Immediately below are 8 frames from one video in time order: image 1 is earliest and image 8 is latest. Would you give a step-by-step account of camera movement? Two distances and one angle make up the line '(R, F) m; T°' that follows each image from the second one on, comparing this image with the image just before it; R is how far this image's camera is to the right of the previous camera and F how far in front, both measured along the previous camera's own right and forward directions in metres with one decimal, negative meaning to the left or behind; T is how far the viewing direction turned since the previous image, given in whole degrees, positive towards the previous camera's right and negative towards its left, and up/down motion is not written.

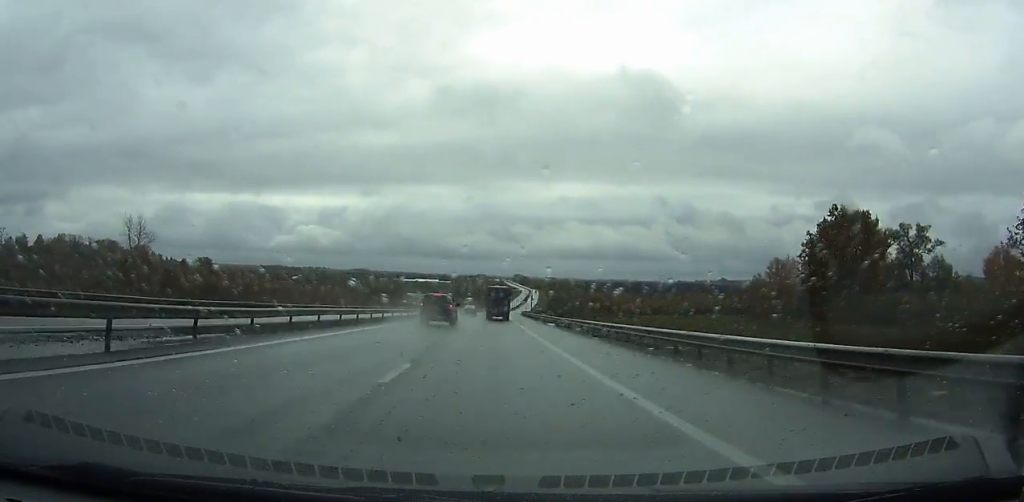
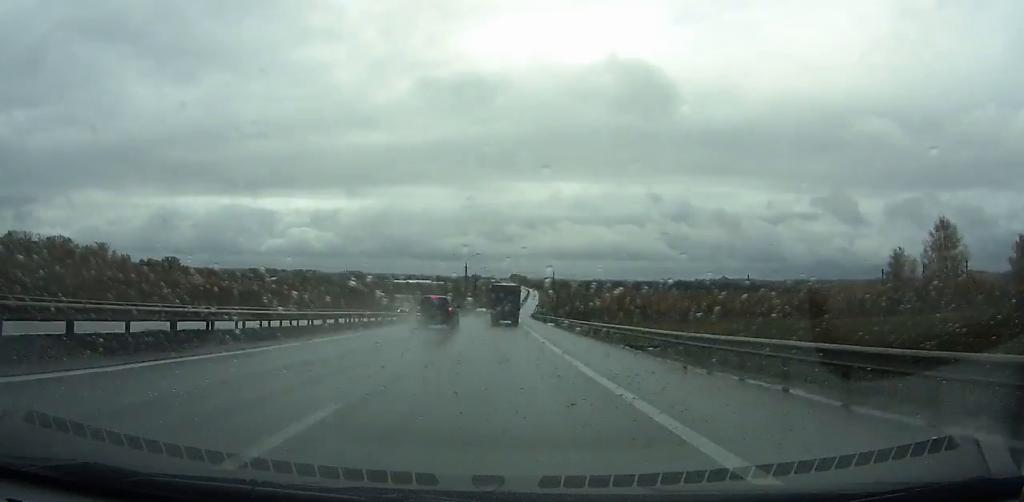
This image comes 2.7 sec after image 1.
(+1.7, +75.9) m; +2°
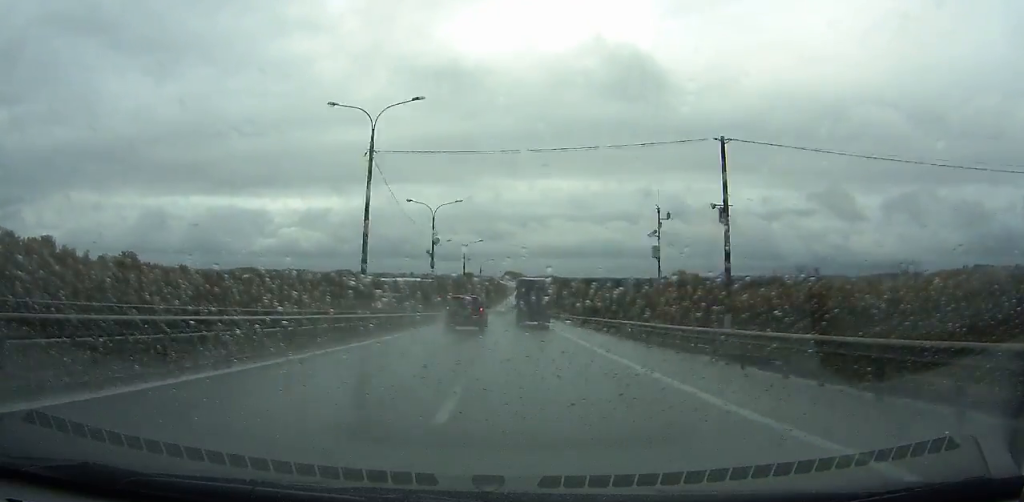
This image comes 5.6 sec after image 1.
(+1.1, +81.0) m; +1°
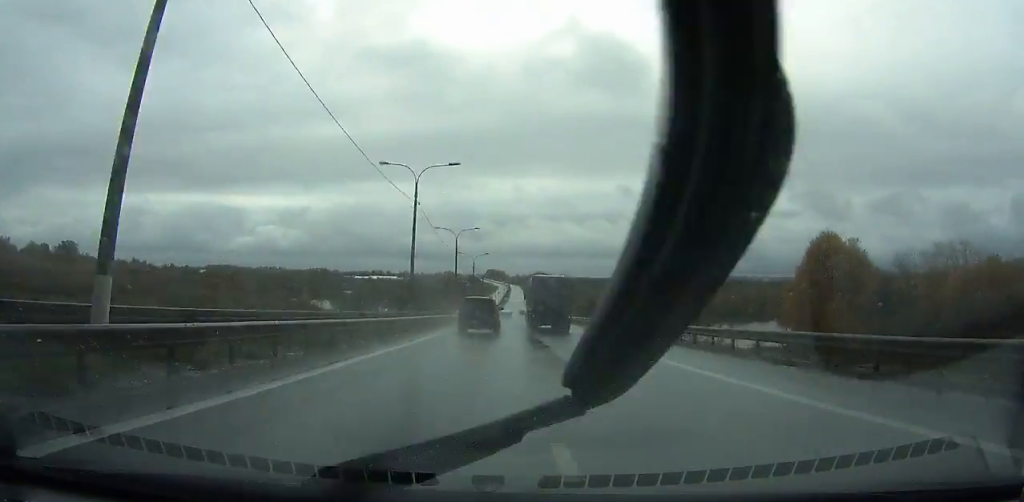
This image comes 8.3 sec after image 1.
(+0.9, +75.3) m; +1°
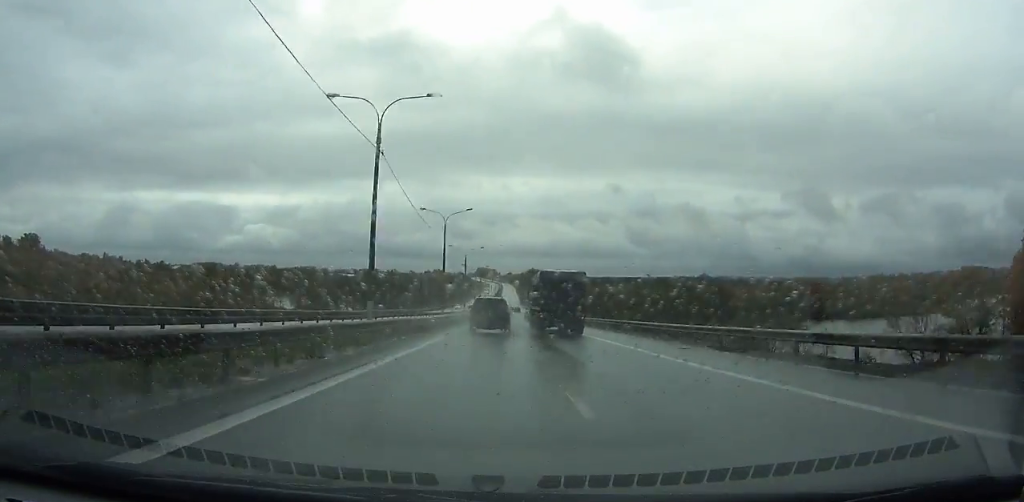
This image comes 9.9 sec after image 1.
(+0.1, +44.7) m; +1°
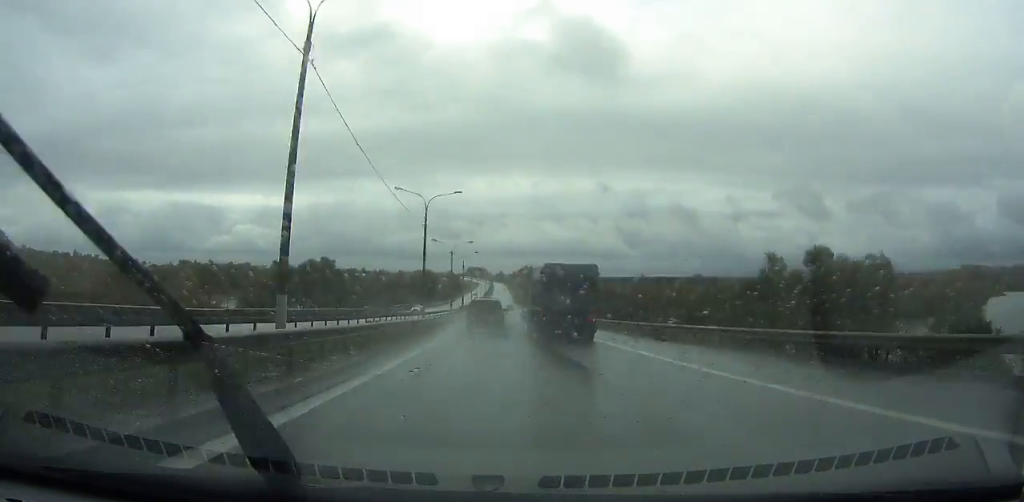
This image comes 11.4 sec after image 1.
(+0.4, +42.5) m; 0°
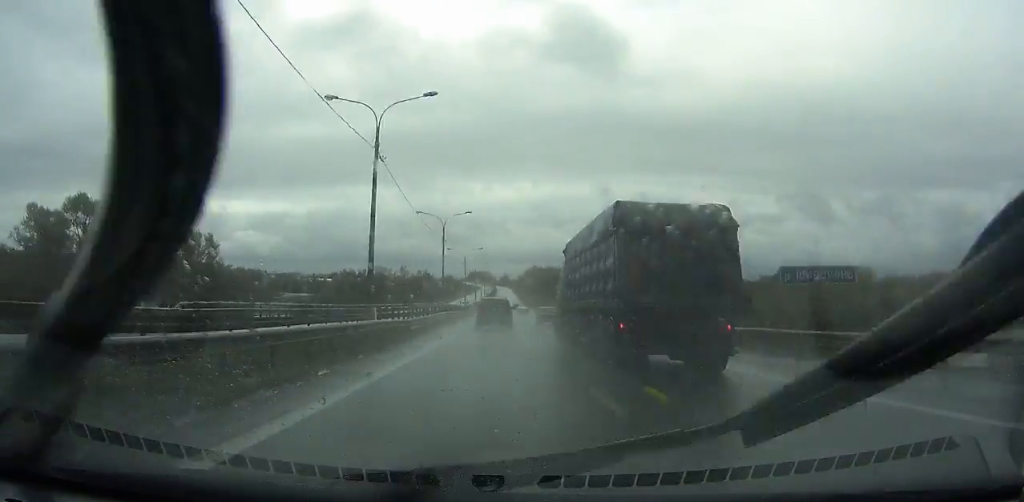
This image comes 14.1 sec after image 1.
(+0.3, +77.4) m; 0°
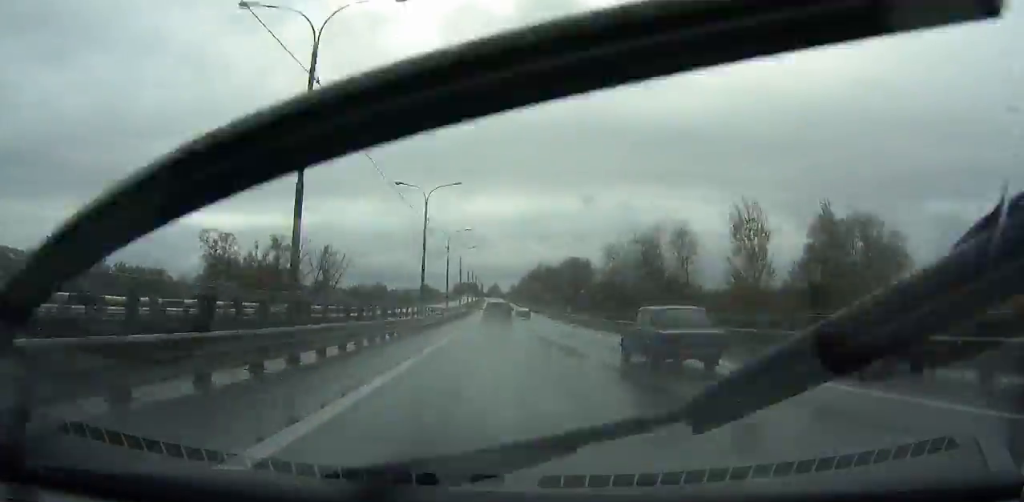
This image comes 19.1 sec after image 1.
(+0.5, +146.2) m; +1°
